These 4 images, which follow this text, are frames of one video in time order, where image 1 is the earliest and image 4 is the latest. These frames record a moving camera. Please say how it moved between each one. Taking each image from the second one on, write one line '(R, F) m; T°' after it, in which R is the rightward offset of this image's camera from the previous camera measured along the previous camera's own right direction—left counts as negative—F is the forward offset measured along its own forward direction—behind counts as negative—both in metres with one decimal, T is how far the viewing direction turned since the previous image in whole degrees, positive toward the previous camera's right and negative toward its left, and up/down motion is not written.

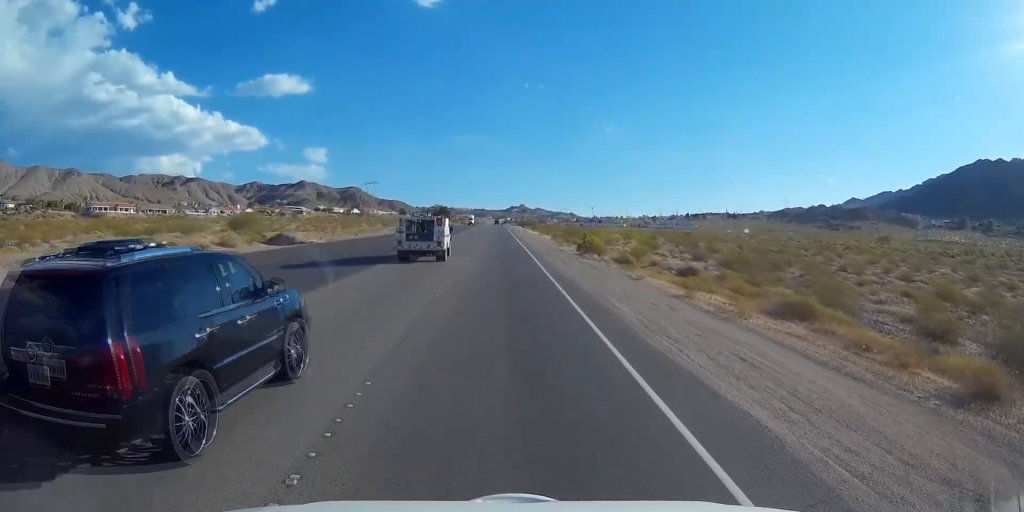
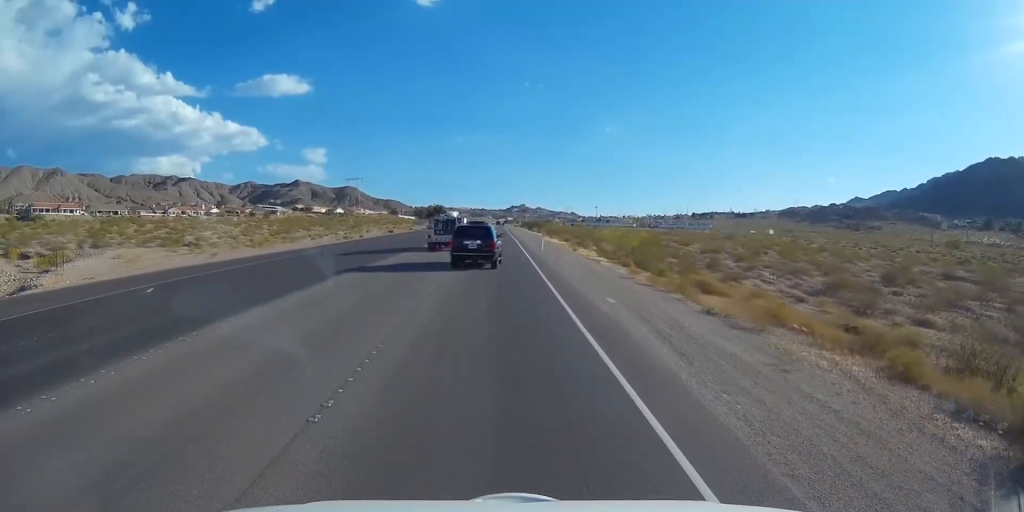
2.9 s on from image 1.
(-2.4, +46.6) m; -1°
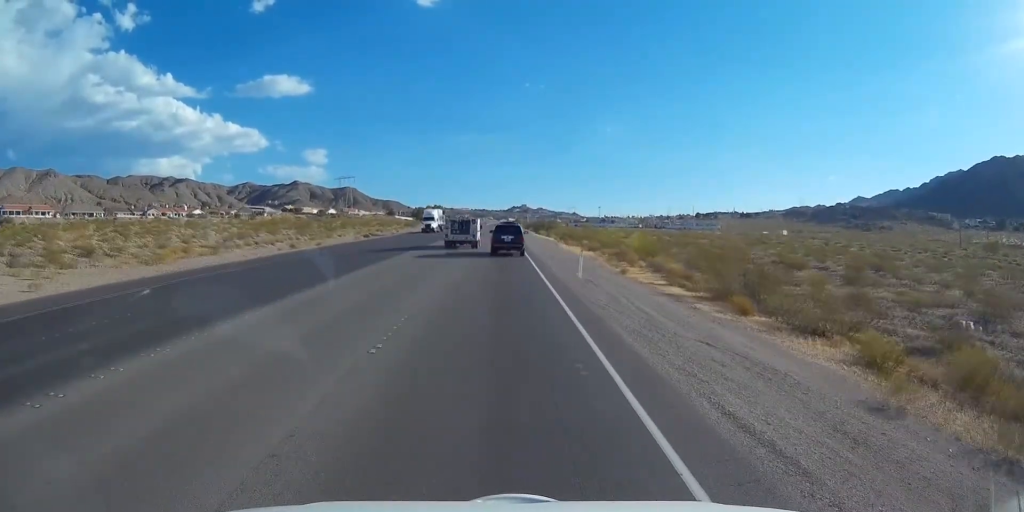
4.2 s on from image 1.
(-0.1, +21.3) m; -1°
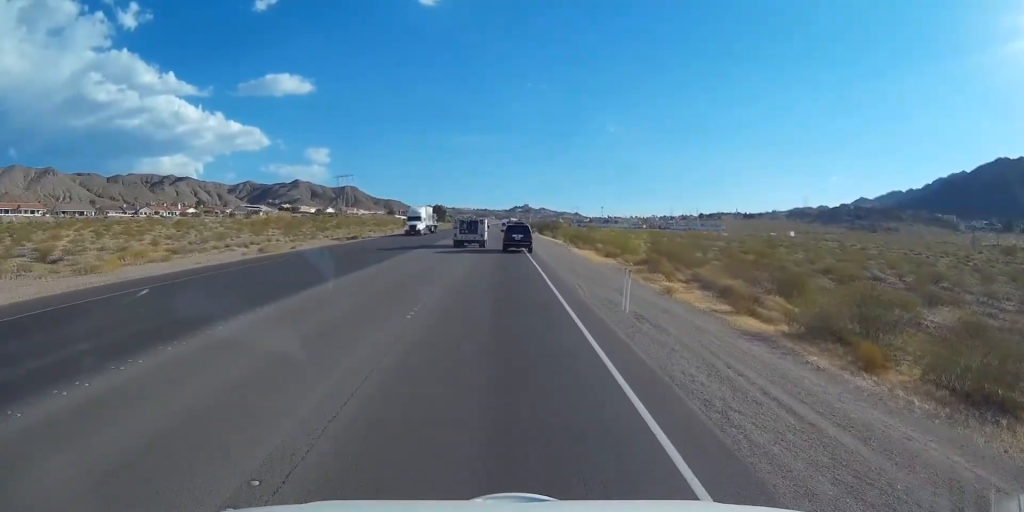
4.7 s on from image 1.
(-0.3, +8.8) m; 0°
